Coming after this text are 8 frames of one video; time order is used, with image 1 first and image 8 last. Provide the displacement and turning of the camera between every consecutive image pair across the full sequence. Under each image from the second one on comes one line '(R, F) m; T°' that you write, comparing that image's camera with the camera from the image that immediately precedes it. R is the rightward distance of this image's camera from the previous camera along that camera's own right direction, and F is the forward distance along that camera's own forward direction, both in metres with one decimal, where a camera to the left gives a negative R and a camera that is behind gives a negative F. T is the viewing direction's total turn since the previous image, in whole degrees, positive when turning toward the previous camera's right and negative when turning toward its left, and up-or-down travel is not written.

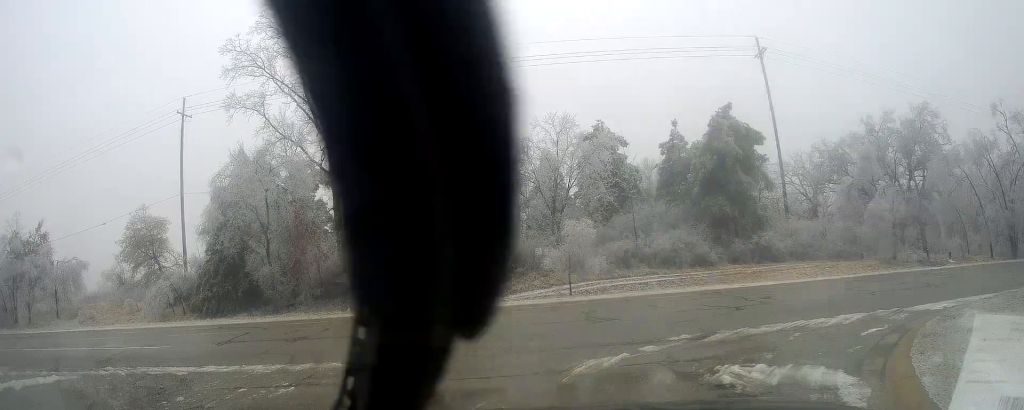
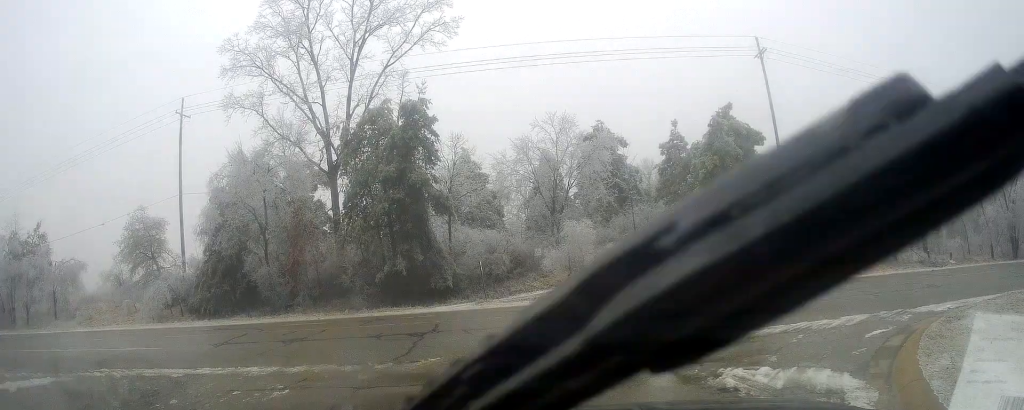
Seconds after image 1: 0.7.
(0.0, 0.0) m; 0°
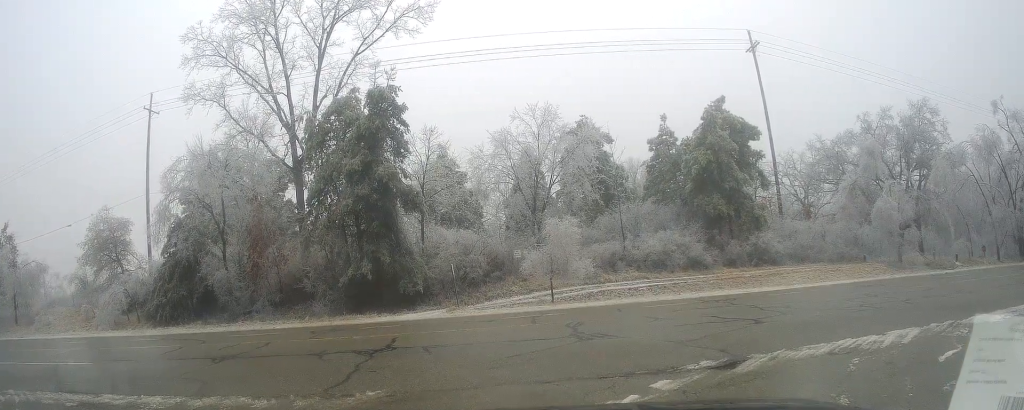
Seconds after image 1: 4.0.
(-0.3, +1.2) m; 0°
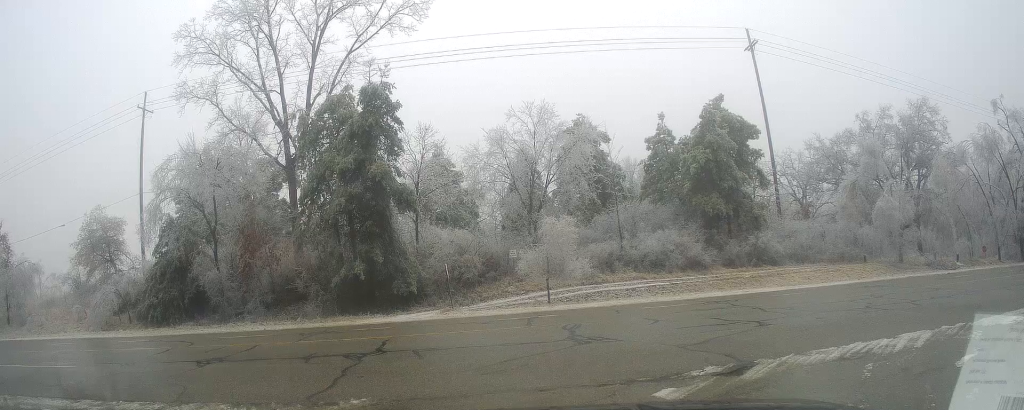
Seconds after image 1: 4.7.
(0.0, +0.3) m; 0°
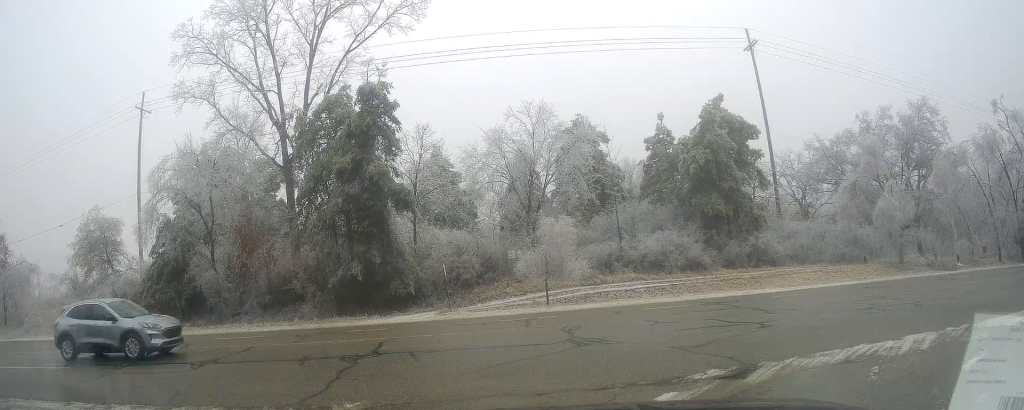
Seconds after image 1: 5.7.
(0.0, +0.3) m; 0°
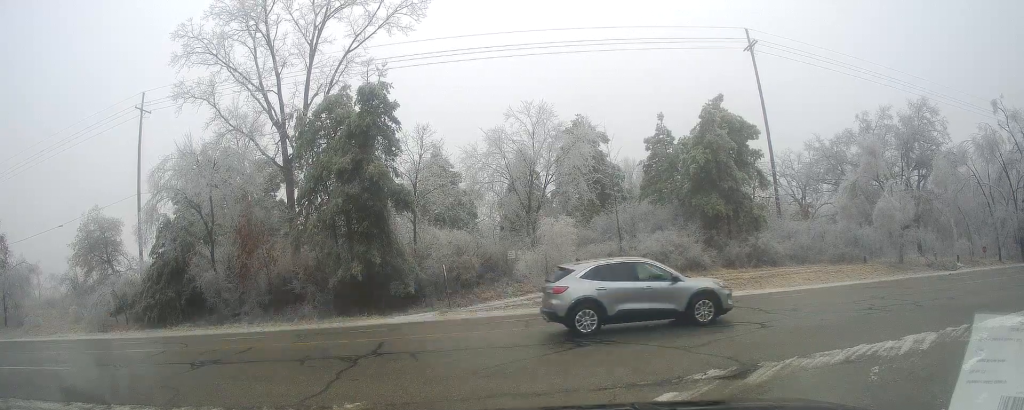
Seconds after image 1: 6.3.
(0.0, 0.0) m; 0°
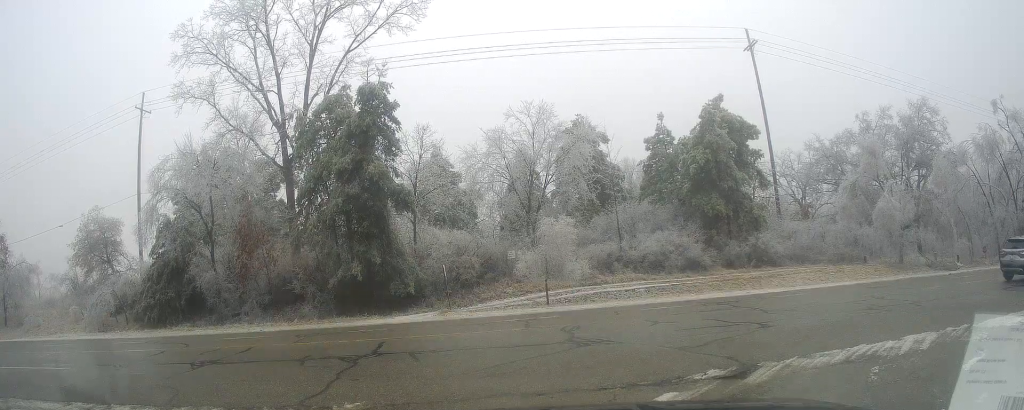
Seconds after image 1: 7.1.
(0.0, 0.0) m; 0°
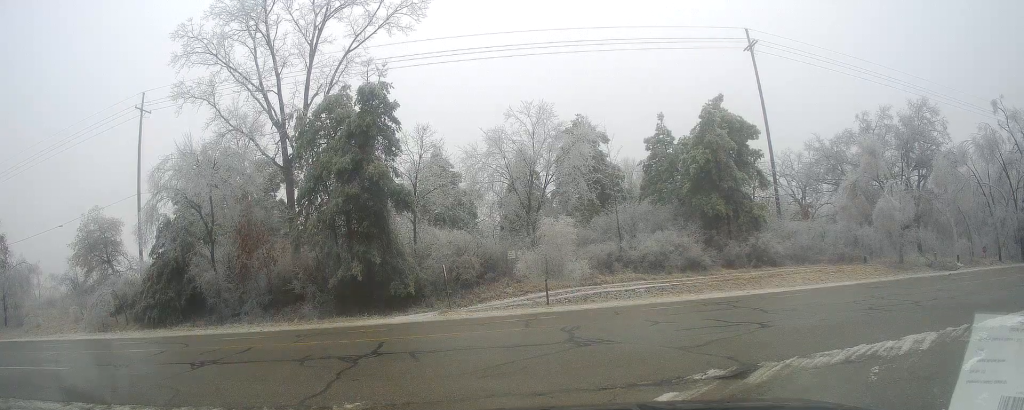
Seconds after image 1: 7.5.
(0.0, 0.0) m; 0°
